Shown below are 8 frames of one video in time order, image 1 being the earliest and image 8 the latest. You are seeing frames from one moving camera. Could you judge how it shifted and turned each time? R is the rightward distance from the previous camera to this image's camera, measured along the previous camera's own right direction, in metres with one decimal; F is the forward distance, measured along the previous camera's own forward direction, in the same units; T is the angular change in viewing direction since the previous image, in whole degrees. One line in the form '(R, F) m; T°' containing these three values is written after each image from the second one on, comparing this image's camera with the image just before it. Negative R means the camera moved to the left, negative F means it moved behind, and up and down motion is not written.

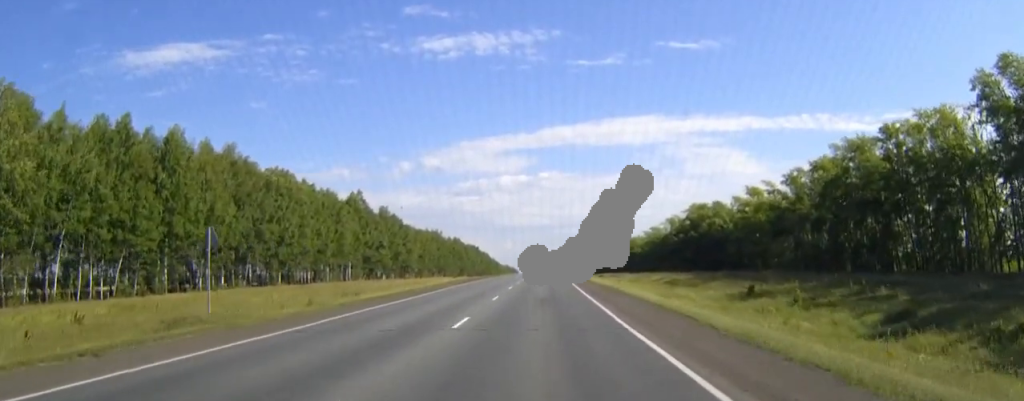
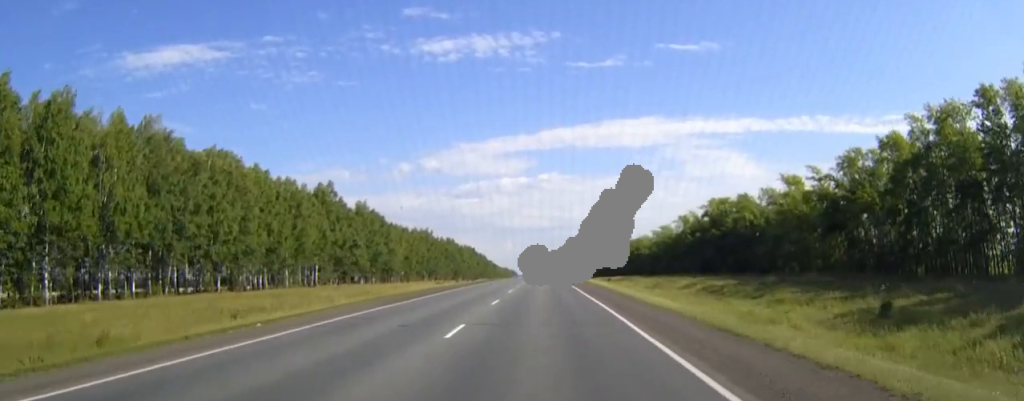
(0.0, +26.1) m; 0°
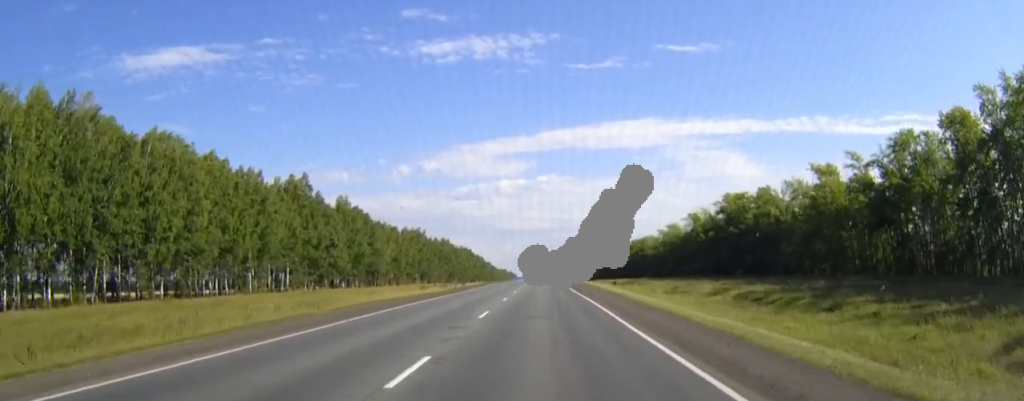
(0.0, +17.4) m; 0°
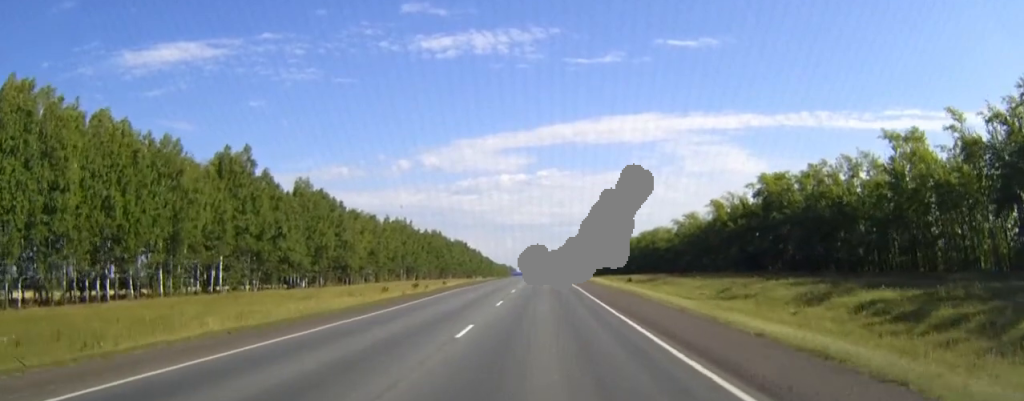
(0.0, +30.0) m; 0°
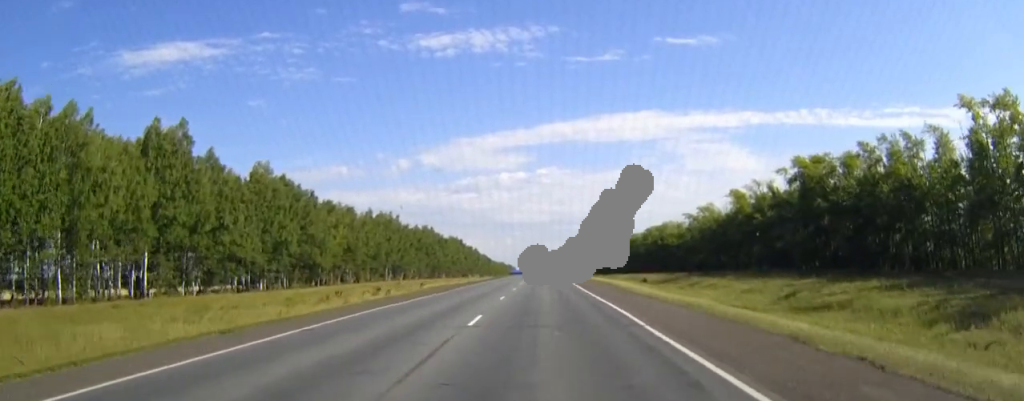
(0.0, +22.2) m; 0°
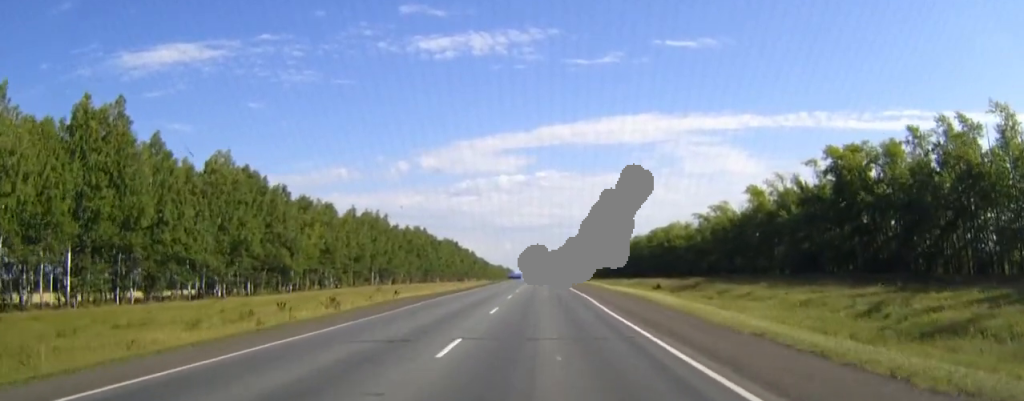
(0.0, +16.4) m; 0°
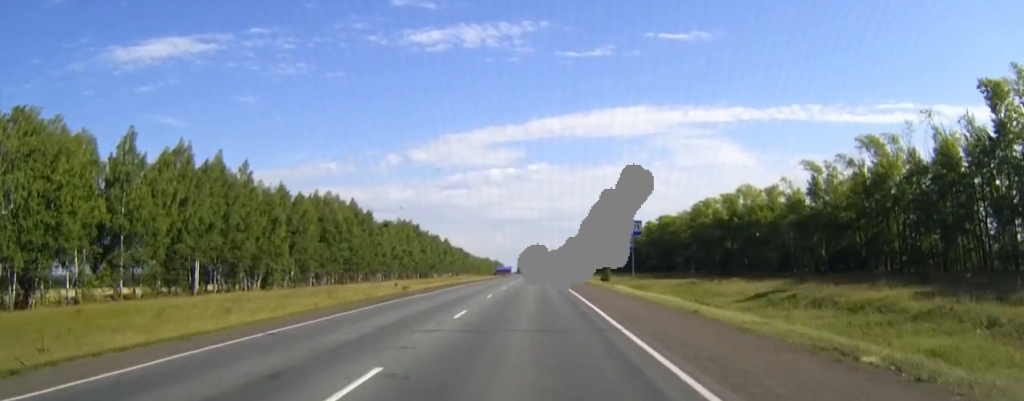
(+0.6, +100.9) m; +1°
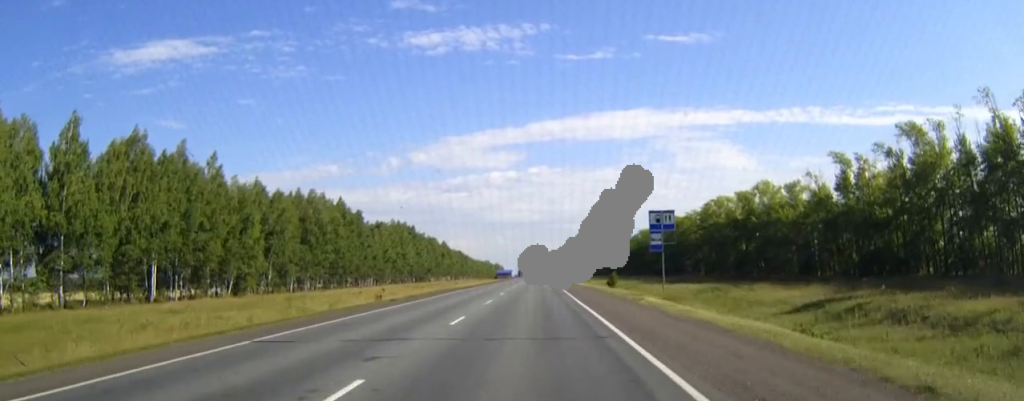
(0.0, +12.7) m; 0°
